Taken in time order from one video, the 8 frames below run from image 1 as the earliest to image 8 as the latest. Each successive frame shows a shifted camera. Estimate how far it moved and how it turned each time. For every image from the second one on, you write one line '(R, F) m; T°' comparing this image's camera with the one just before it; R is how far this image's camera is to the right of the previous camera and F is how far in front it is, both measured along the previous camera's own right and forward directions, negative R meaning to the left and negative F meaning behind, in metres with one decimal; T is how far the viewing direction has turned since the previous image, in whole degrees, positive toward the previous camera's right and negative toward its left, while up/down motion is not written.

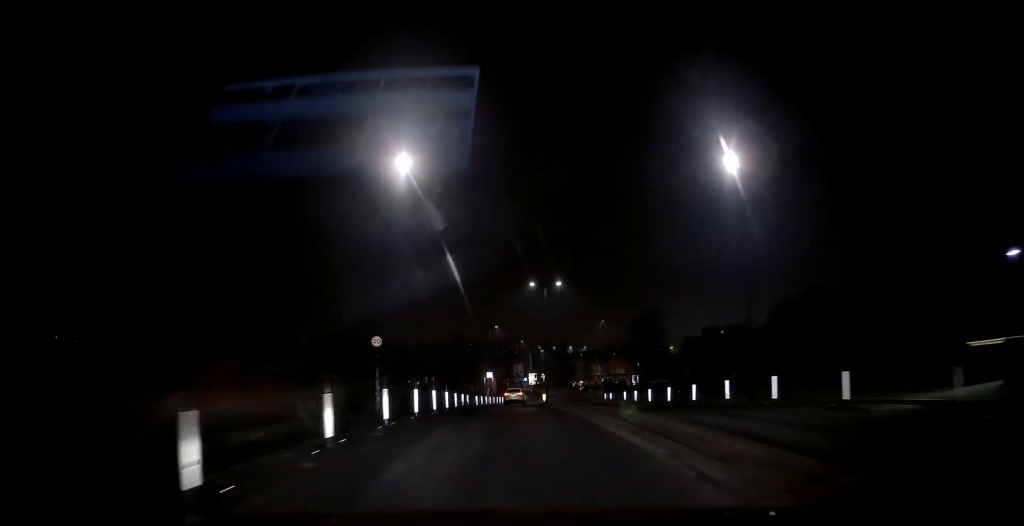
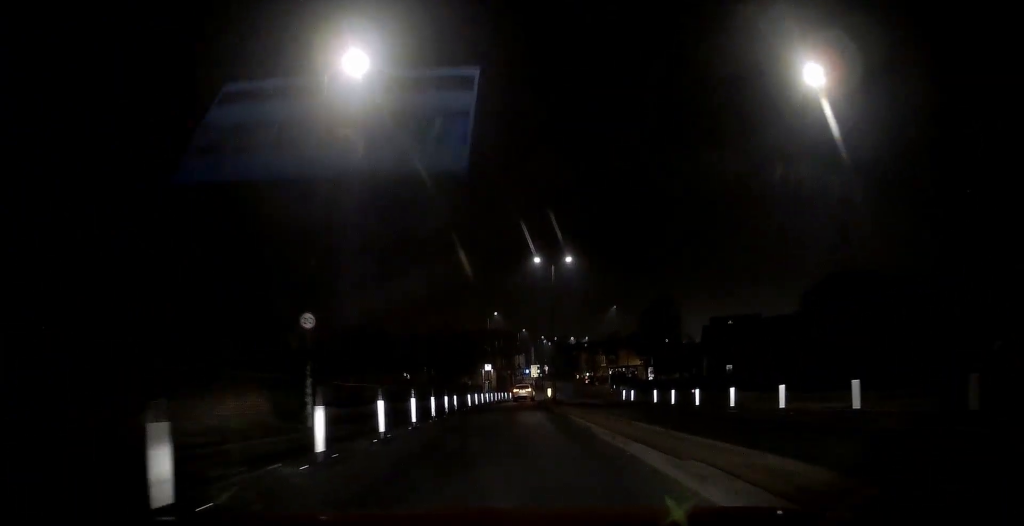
(0.0, +8.2) m; 0°
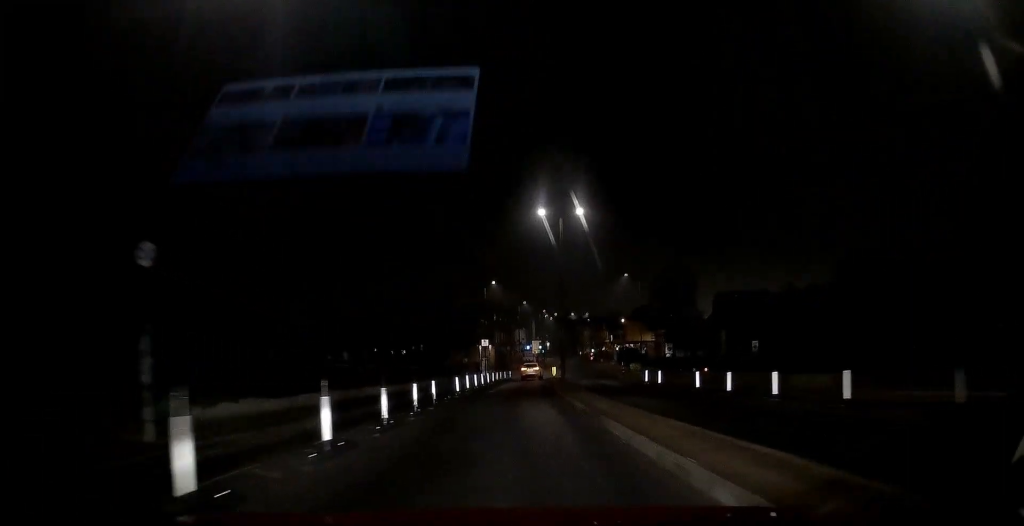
(0.0, +7.9) m; 0°
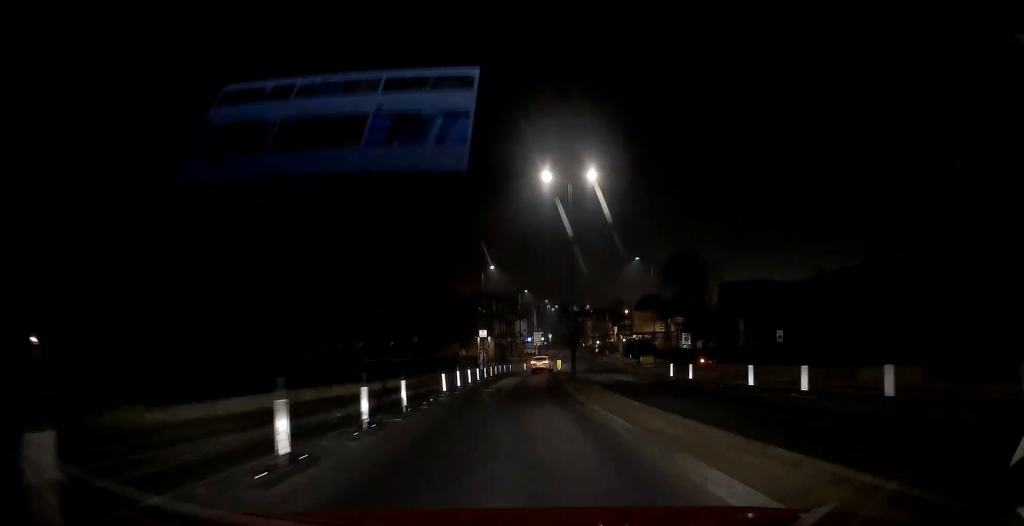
(0.0, +6.2) m; 0°
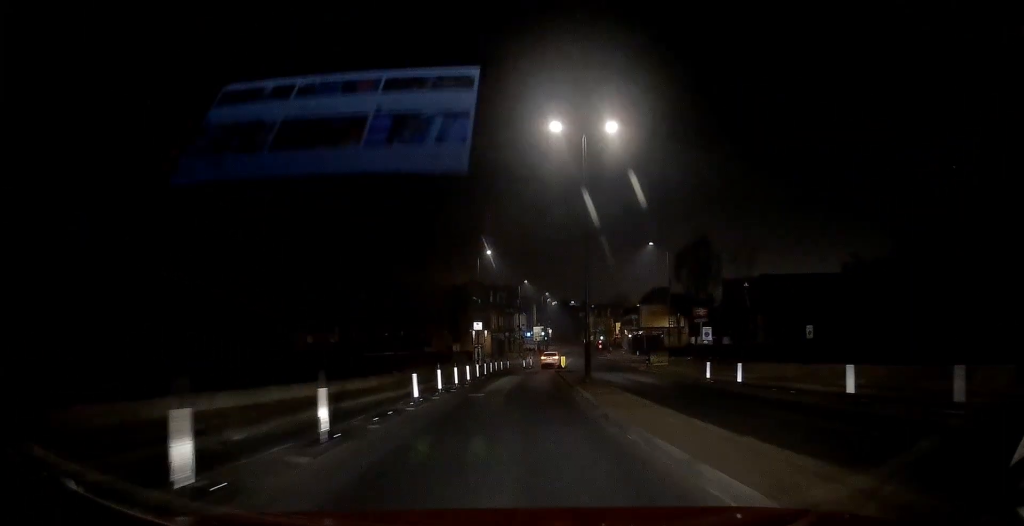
(0.0, +6.4) m; 0°
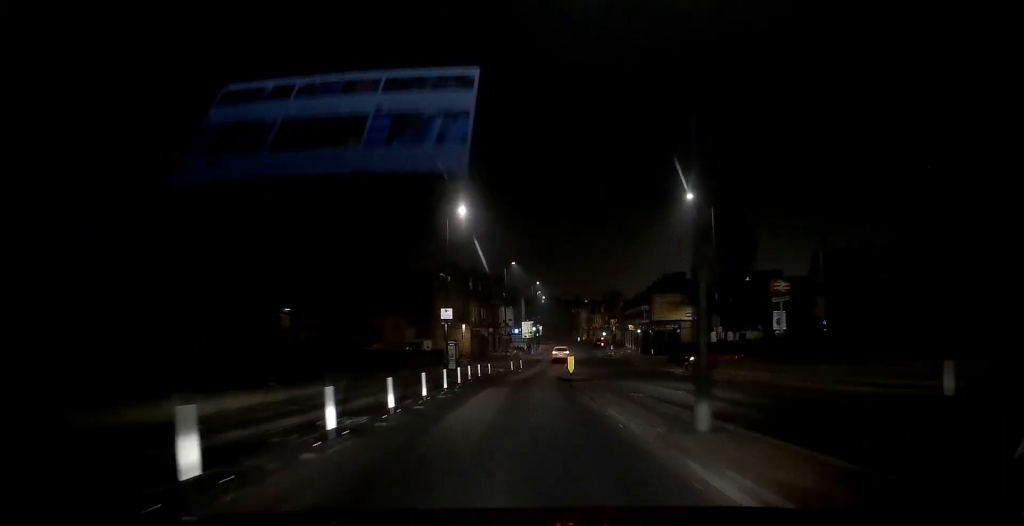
(+0.1, +15.3) m; +1°
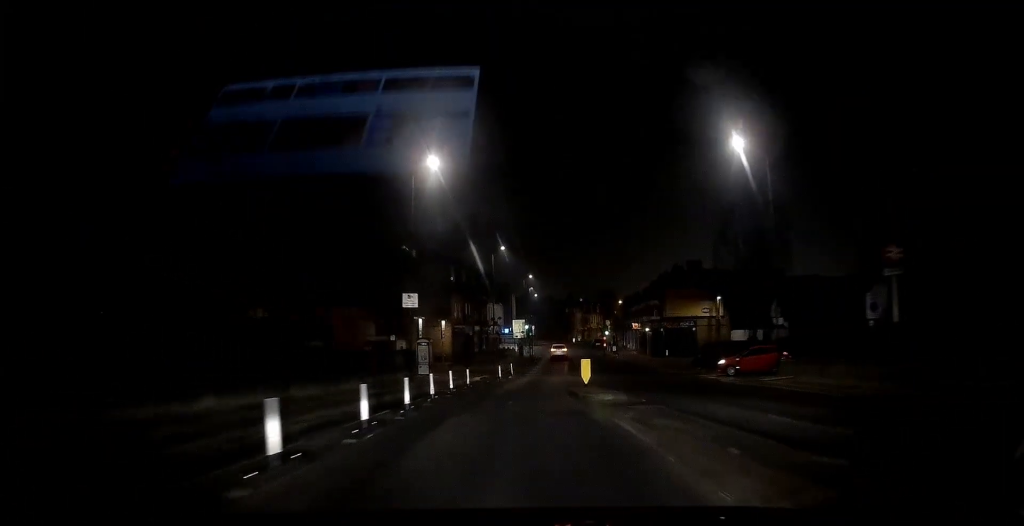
(0.0, +9.8) m; +1°
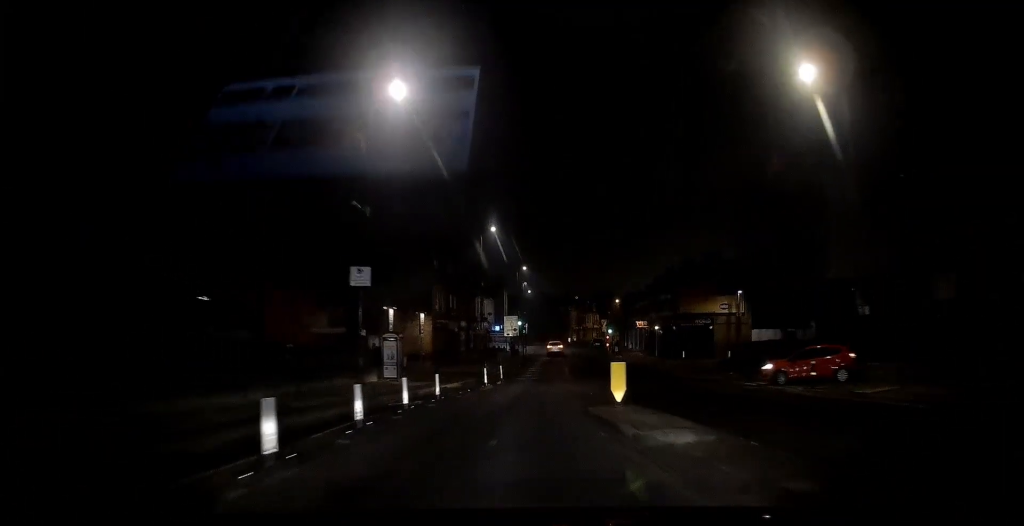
(+0.1, +7.2) m; +1°
